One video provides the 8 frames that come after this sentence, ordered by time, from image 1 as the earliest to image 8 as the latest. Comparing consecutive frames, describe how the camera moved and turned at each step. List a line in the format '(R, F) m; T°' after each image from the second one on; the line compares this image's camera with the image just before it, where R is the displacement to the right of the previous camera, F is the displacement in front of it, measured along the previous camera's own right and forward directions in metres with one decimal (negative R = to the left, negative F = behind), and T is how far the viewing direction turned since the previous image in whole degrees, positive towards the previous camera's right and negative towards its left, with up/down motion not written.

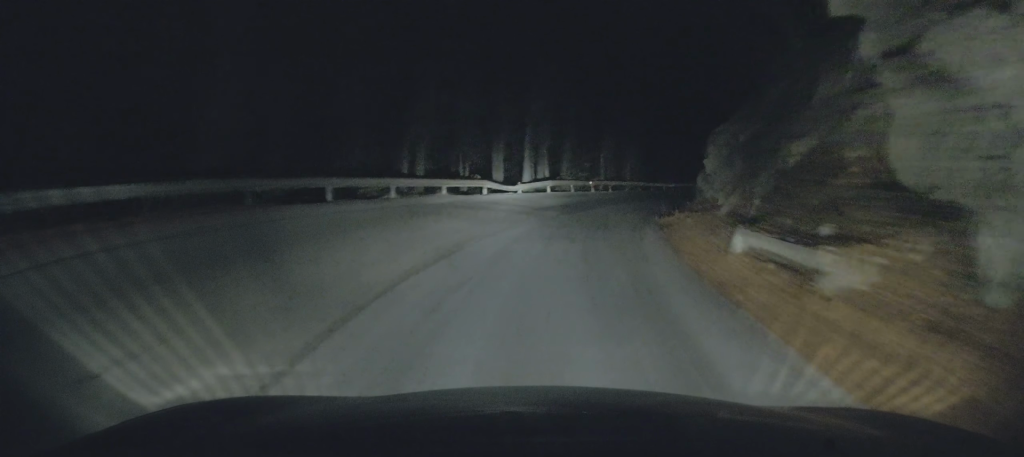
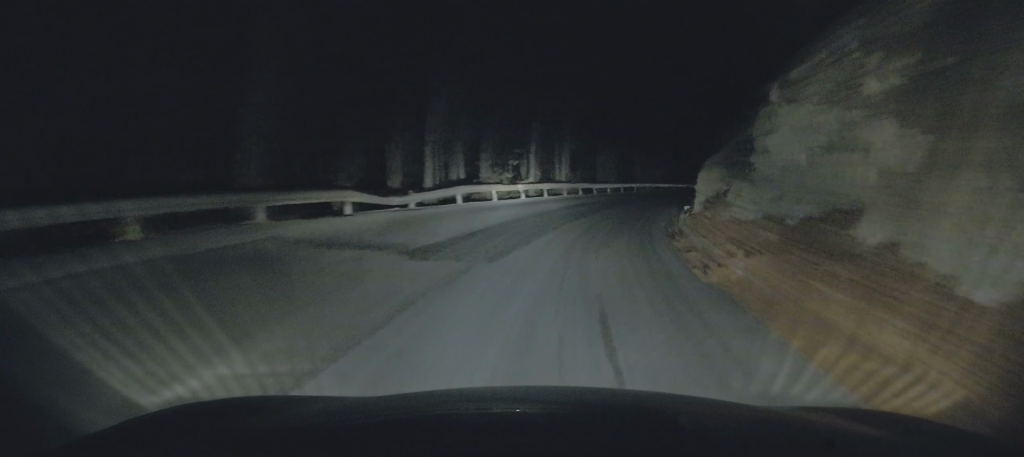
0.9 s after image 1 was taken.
(+0.1, +11.4) m; +3°
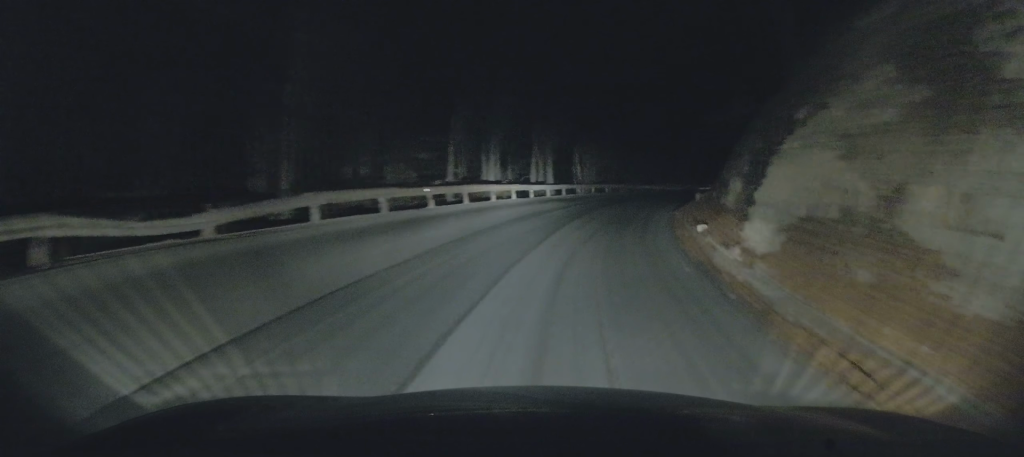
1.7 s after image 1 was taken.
(+0.3, +9.4) m; +4°
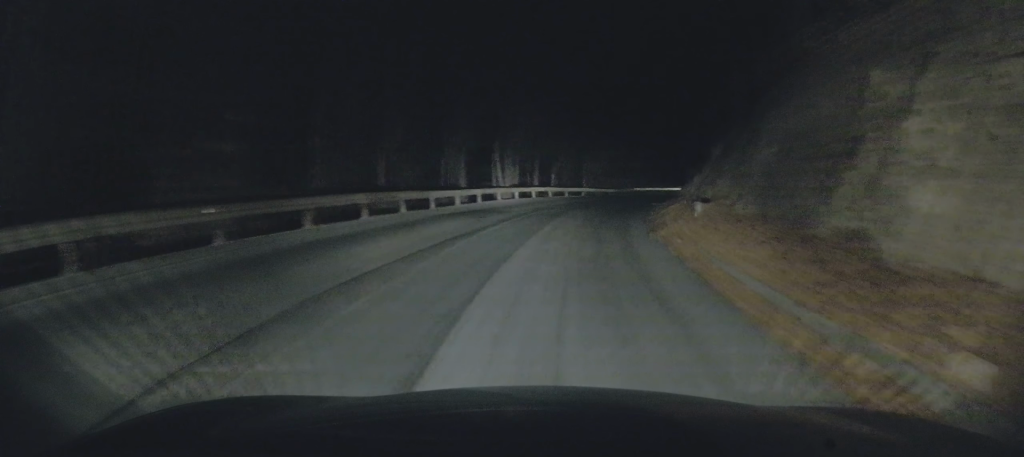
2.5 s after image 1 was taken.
(+0.3, +10.0) m; +4°
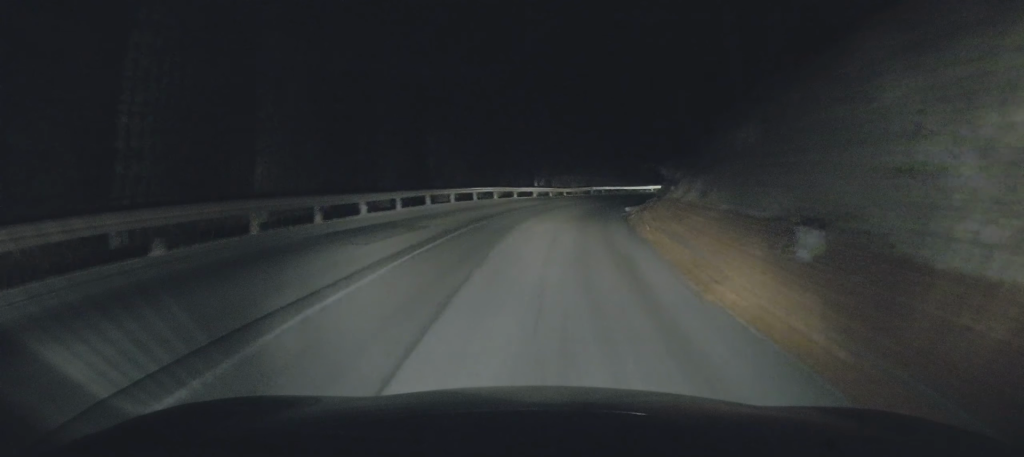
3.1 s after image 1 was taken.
(+0.2, +8.0) m; +3°
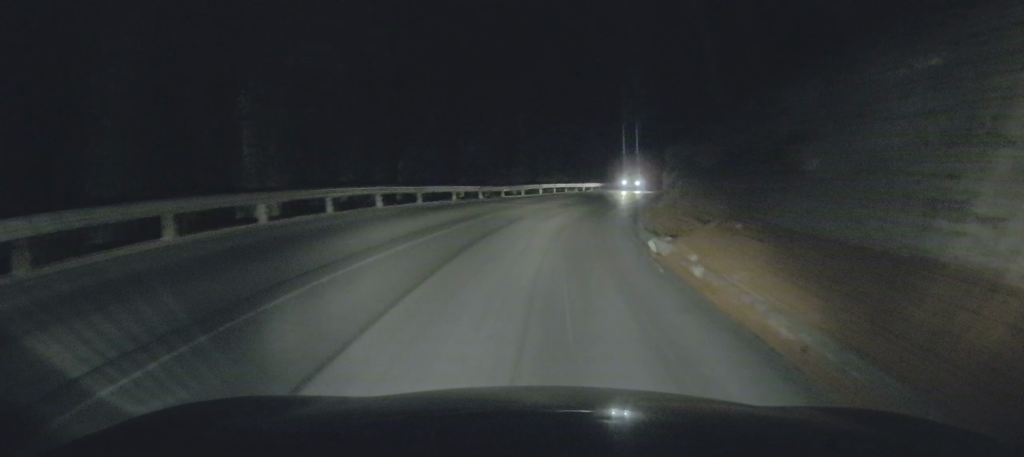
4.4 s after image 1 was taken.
(+0.9, +16.0) m; +7°
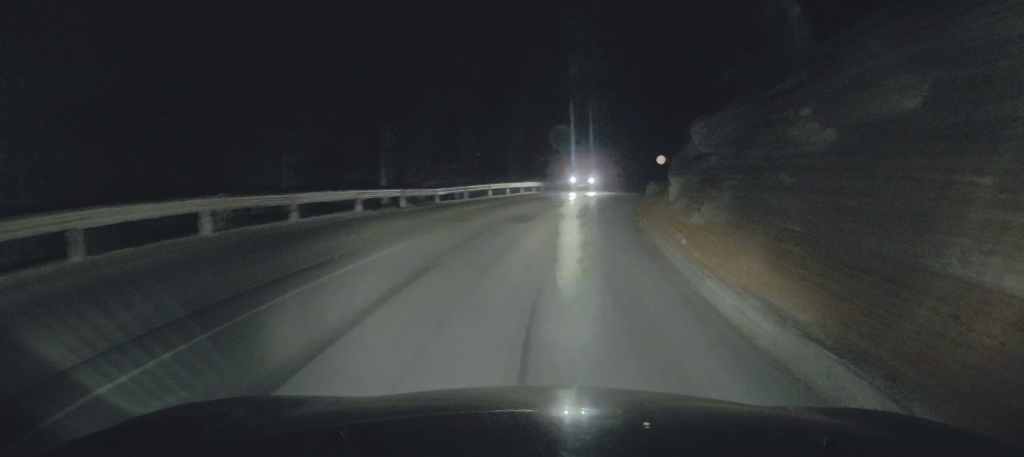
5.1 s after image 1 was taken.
(+0.3, +9.3) m; +6°
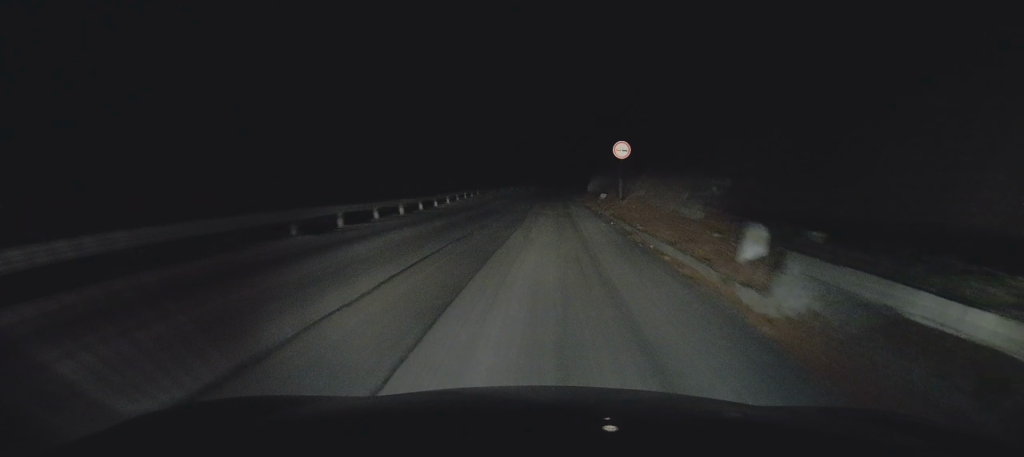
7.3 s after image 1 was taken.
(+4.0, +30.6) m; +10°
